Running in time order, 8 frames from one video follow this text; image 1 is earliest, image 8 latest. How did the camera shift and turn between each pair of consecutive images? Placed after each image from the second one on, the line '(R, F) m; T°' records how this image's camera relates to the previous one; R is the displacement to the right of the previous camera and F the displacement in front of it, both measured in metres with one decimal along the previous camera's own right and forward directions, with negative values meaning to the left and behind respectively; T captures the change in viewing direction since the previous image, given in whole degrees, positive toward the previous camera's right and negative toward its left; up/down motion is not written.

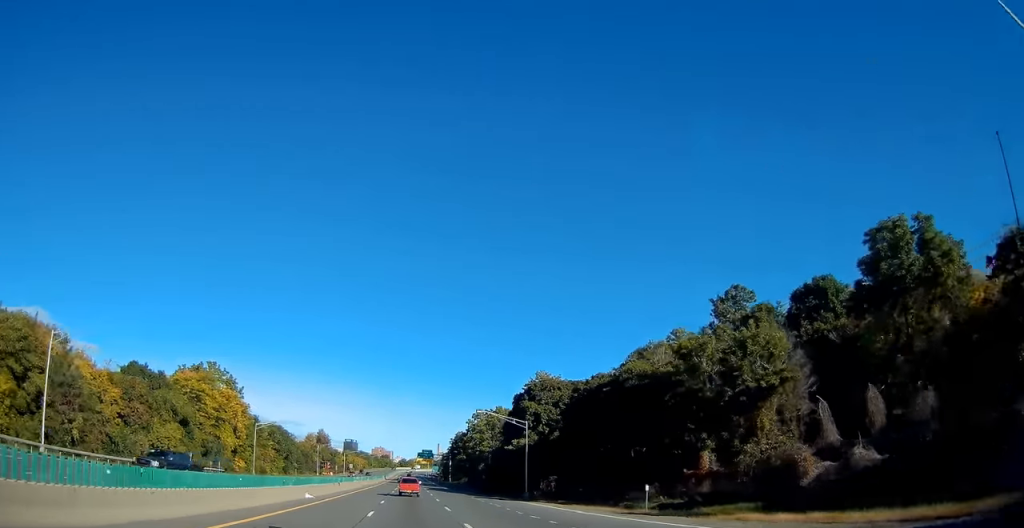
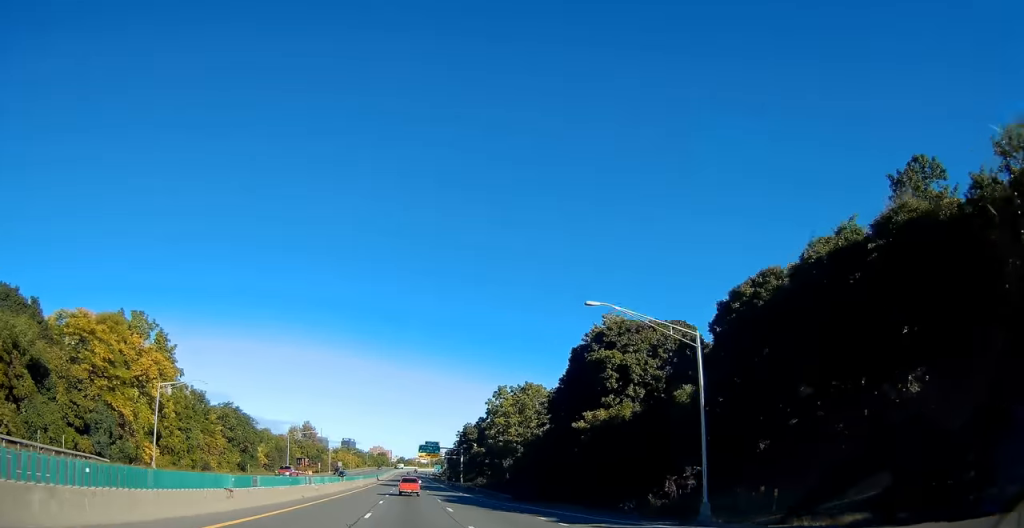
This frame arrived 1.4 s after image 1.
(0.0, +38.0) m; 0°
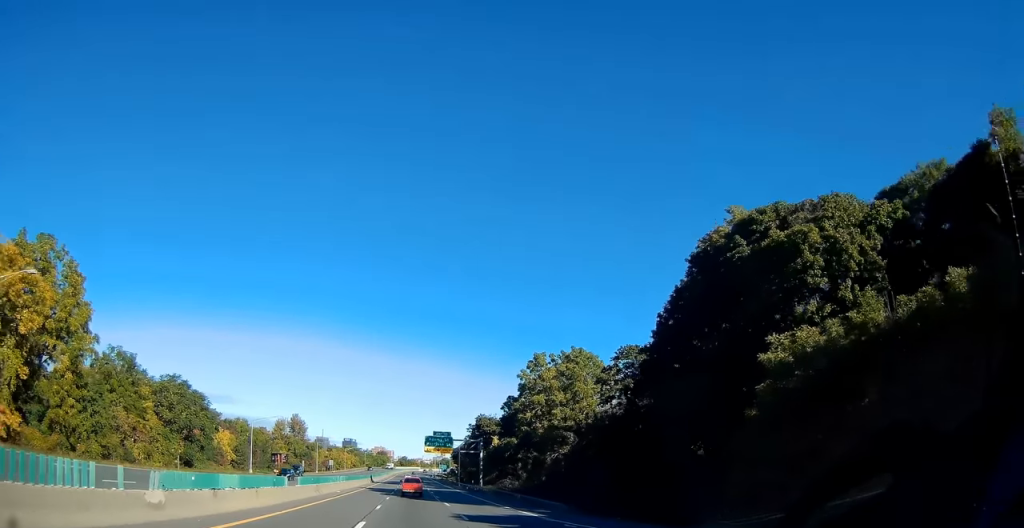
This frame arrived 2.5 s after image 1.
(0.0, +29.3) m; 0°
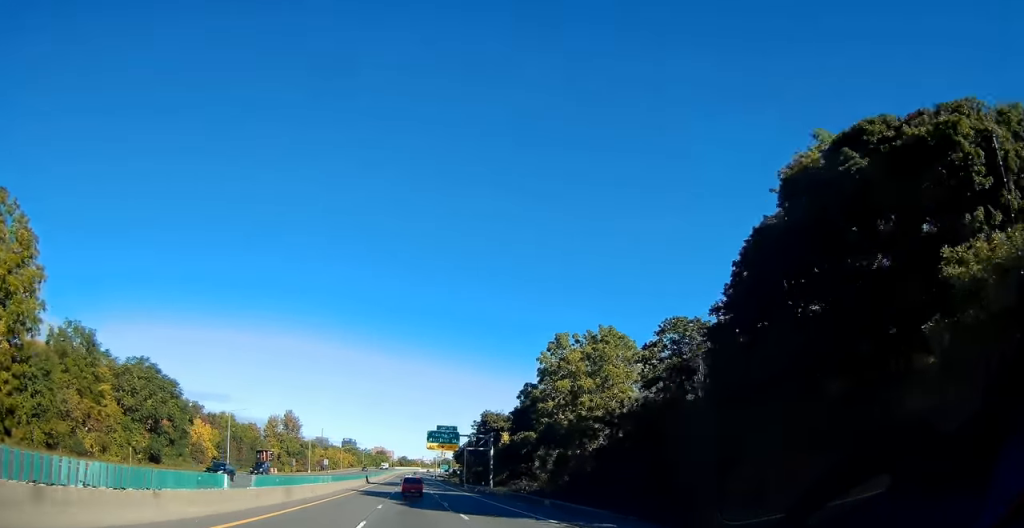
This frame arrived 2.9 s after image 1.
(0.0, +11.9) m; 0°
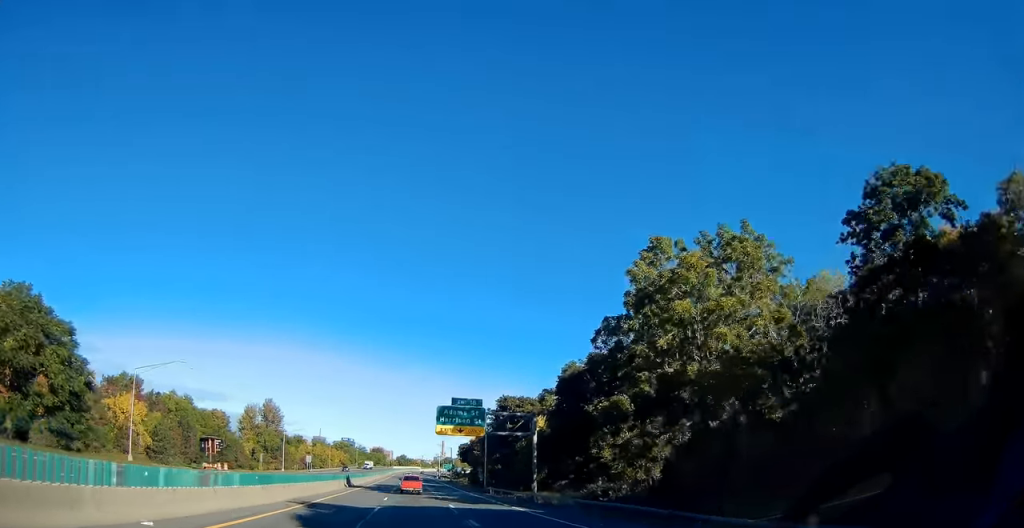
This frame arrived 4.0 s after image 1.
(-0.1, +29.2) m; 0°
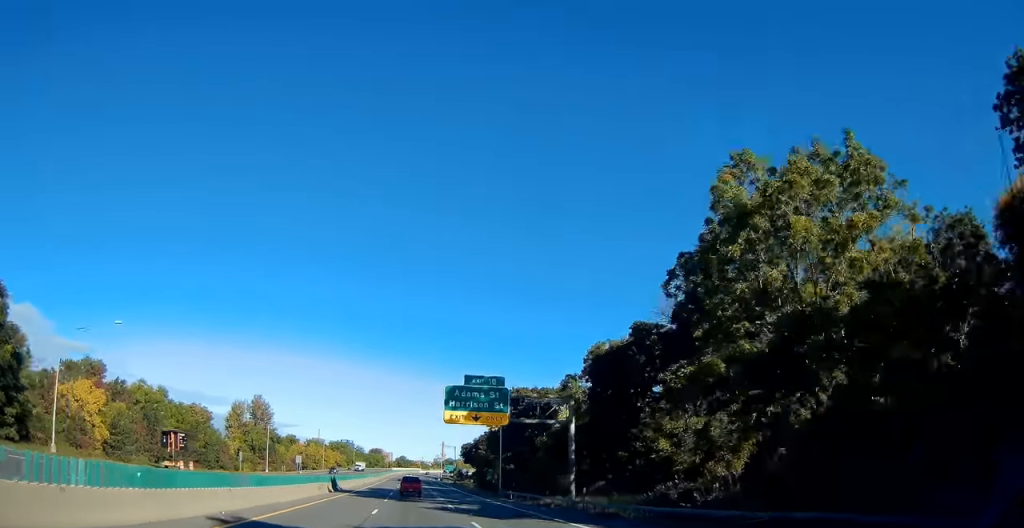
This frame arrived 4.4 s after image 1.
(-0.1, +11.9) m; 0°
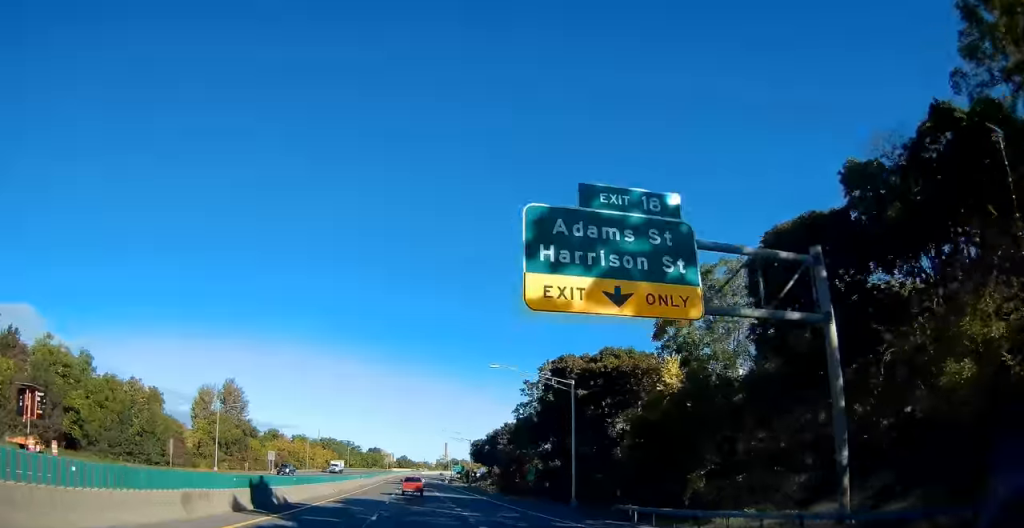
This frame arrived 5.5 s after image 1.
(+0.2, +28.2) m; +1°
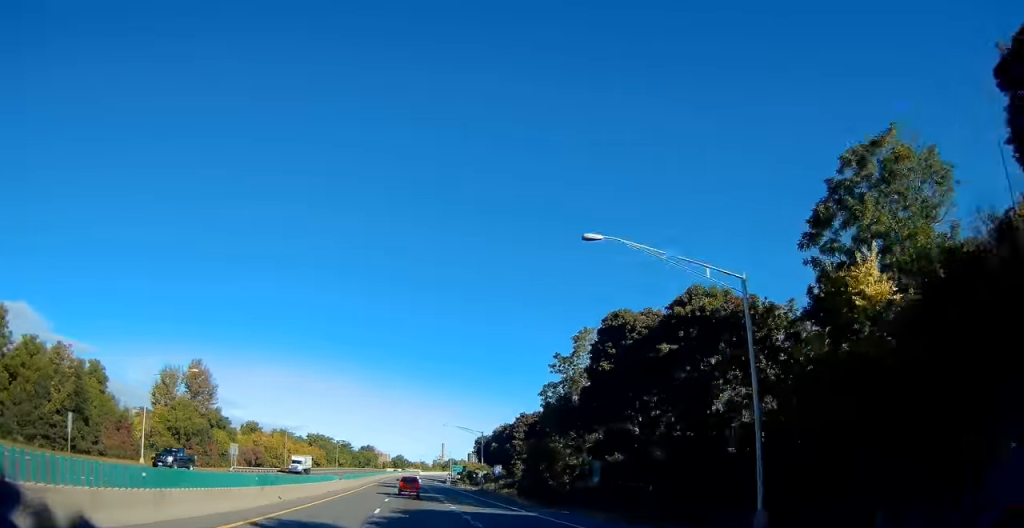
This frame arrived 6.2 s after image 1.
(+0.1, +20.5) m; 0°
